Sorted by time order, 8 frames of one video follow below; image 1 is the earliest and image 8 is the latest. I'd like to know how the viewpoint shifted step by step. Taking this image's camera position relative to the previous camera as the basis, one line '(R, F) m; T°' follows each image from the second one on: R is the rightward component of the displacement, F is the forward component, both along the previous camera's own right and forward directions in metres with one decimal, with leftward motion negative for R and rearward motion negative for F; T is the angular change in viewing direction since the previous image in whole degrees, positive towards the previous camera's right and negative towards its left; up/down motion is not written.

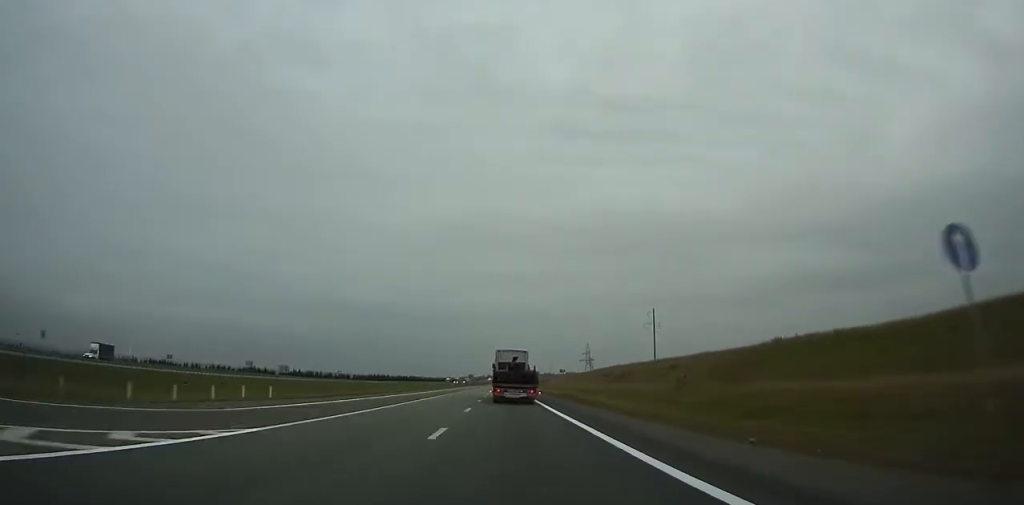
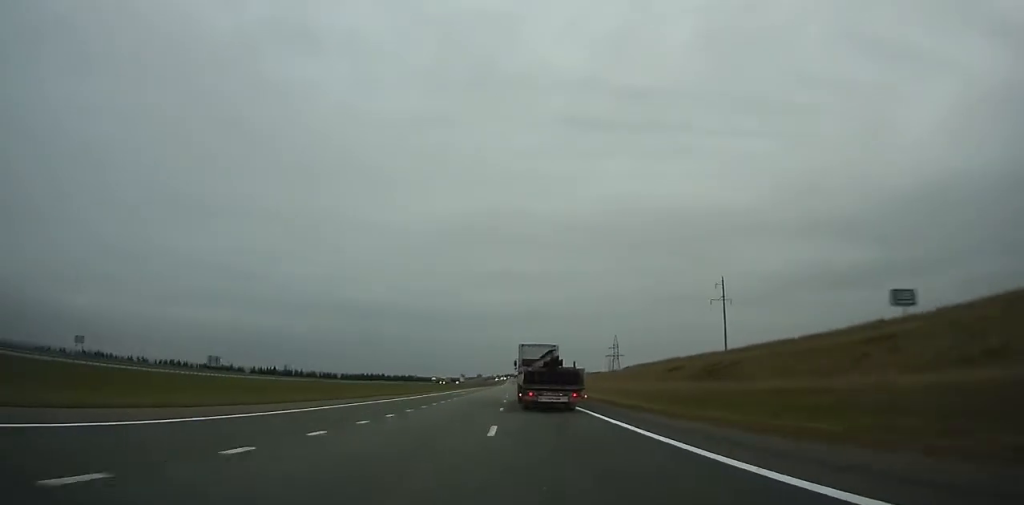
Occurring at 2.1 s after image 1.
(+4.1, +57.8) m; -4°
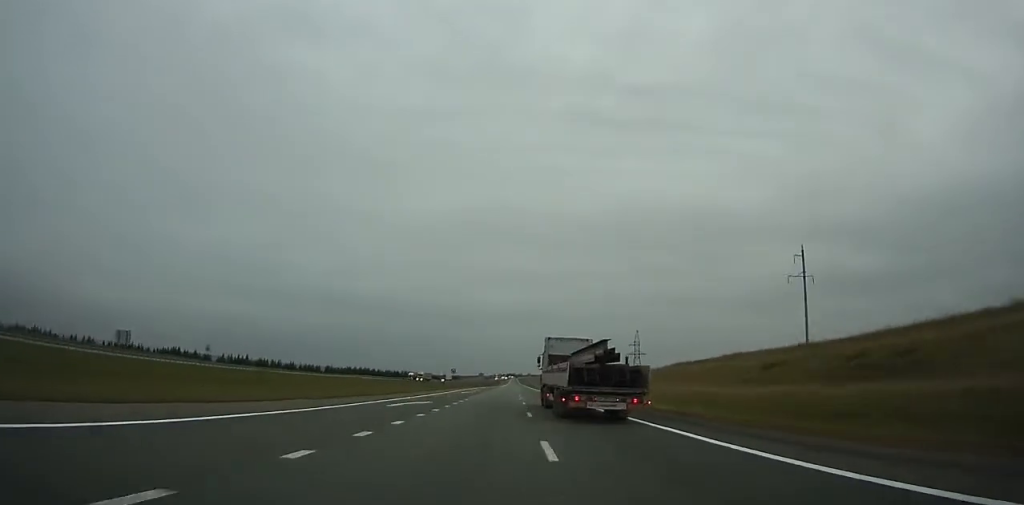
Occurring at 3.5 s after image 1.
(-6.7, +40.9) m; -2°
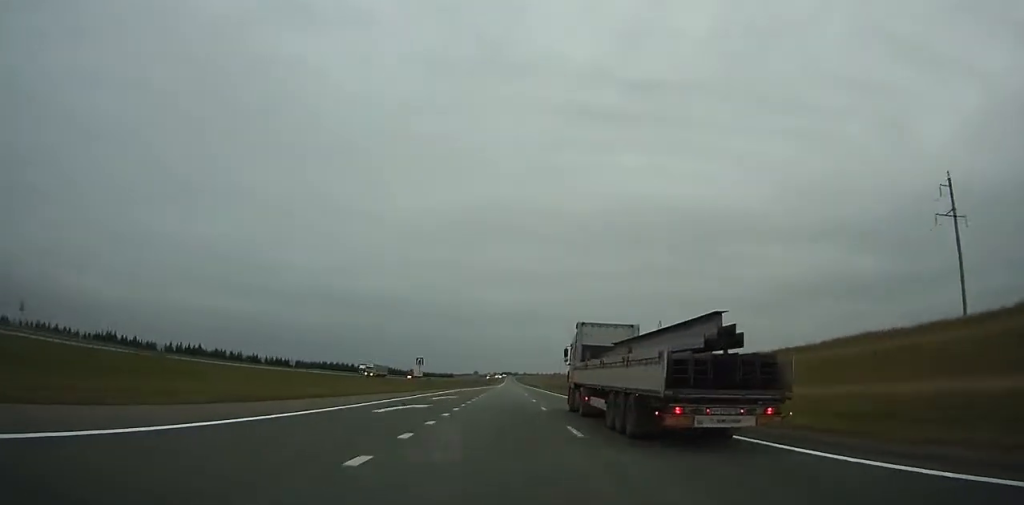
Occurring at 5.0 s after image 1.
(-4.4, +44.2) m; -2°
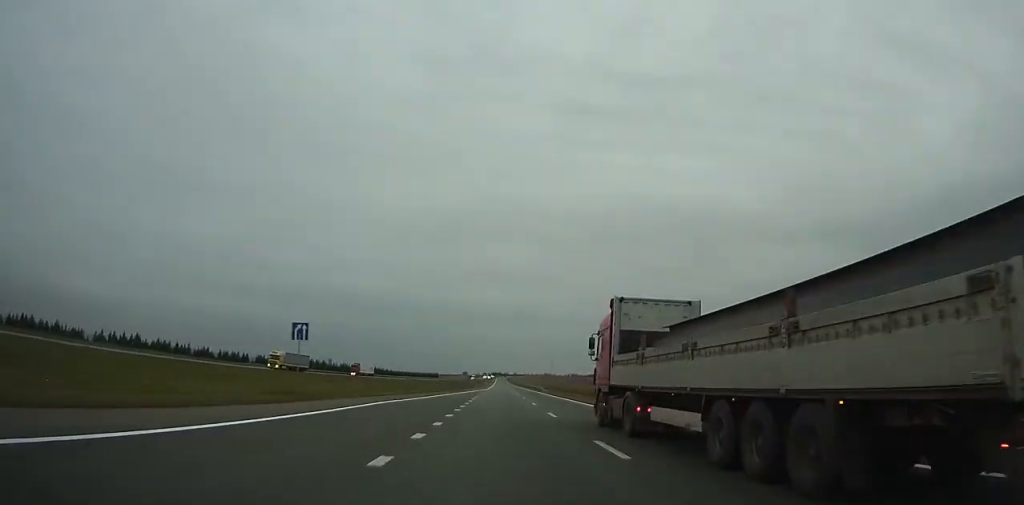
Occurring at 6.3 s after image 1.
(+3.1, +39.5) m; +2°
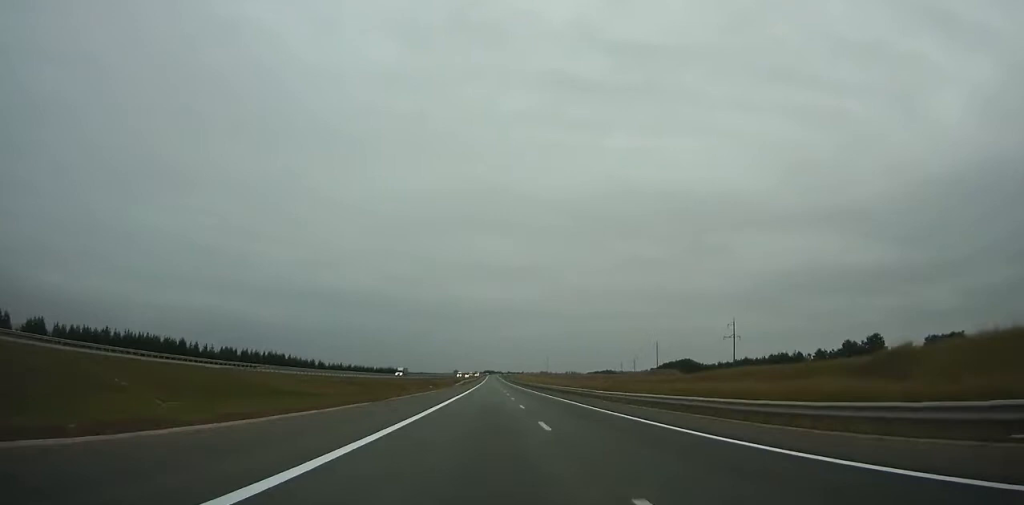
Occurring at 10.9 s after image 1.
(+6.8, +140.8) m; +3°
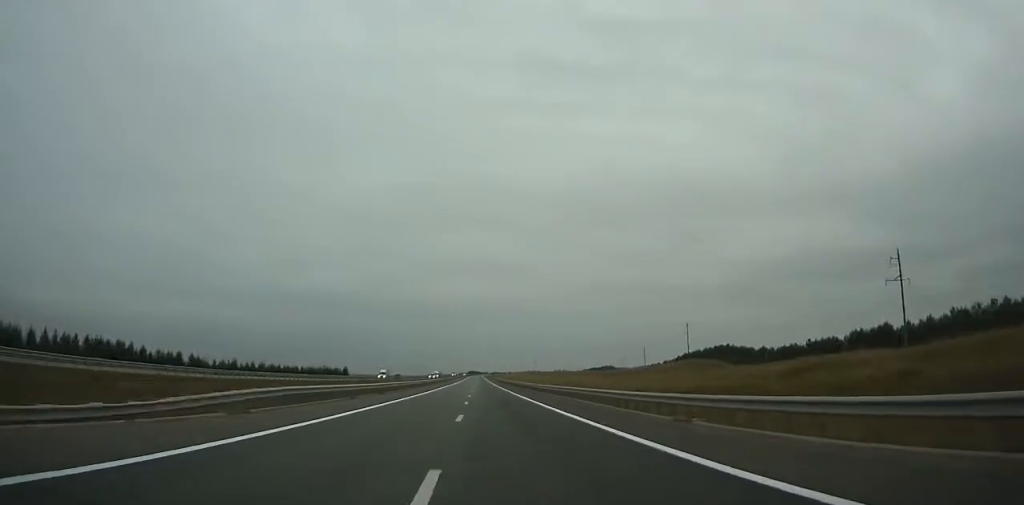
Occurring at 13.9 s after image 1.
(+0.5, +92.0) m; 0°
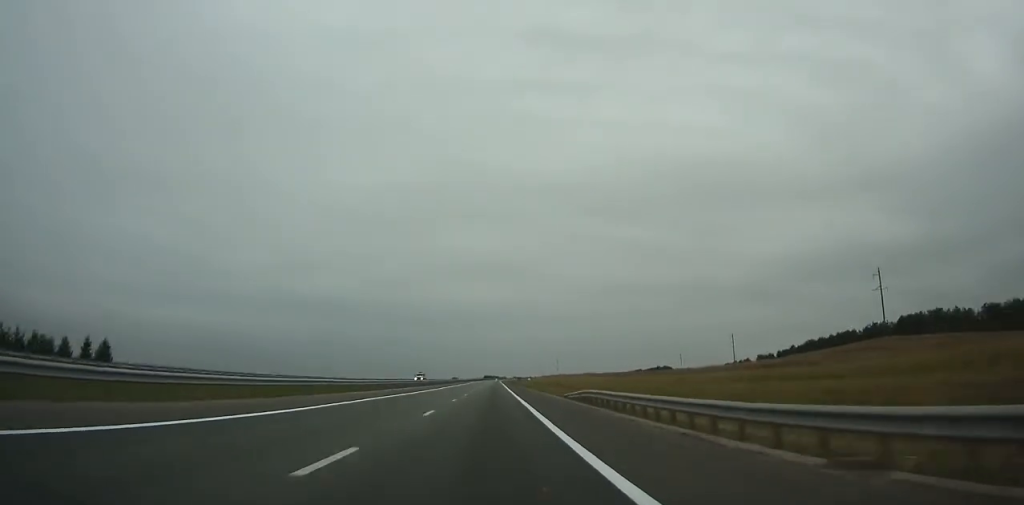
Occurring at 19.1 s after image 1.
(-0.8, +156.0) m; -1°
